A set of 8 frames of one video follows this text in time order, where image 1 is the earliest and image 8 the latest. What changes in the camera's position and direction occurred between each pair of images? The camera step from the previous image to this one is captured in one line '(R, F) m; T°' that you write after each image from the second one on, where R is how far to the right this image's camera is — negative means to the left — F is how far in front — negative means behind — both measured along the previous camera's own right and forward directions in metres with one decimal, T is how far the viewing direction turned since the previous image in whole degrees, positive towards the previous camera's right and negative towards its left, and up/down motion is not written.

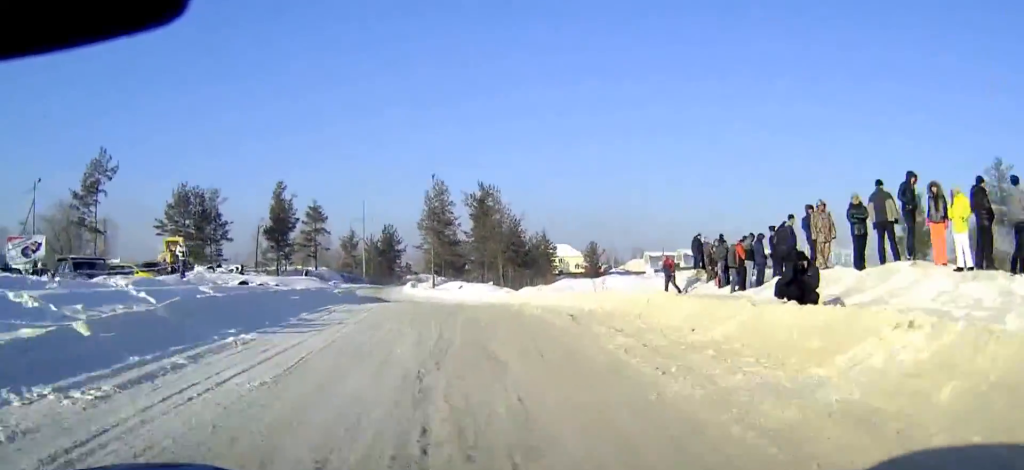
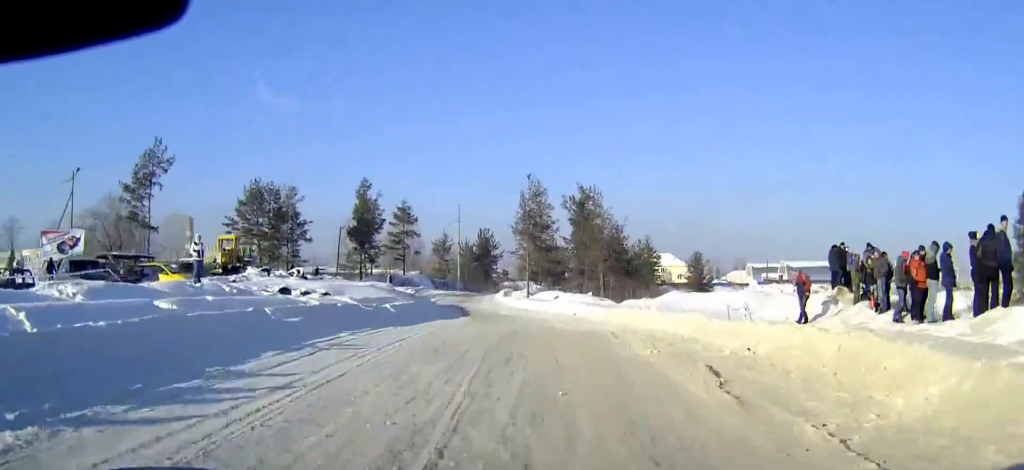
(-0.4, +8.2) m; -2°
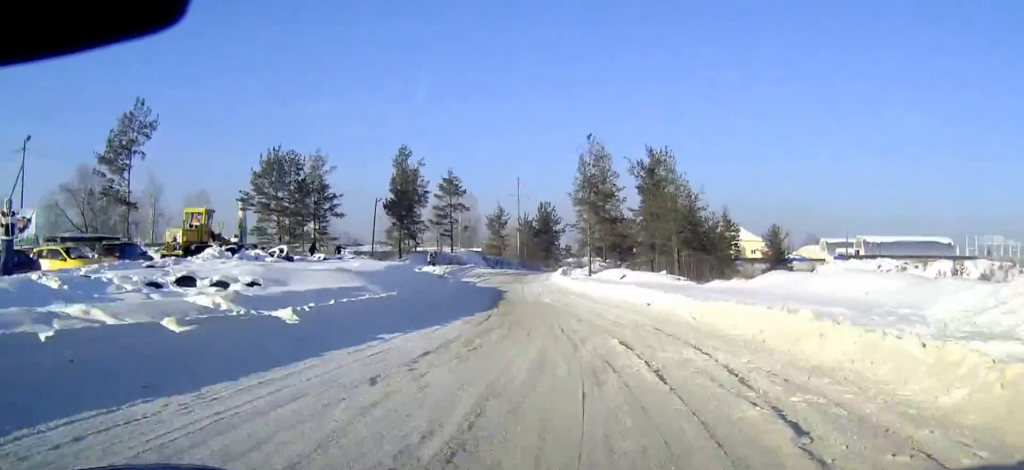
(-0.4, +14.2) m; -3°
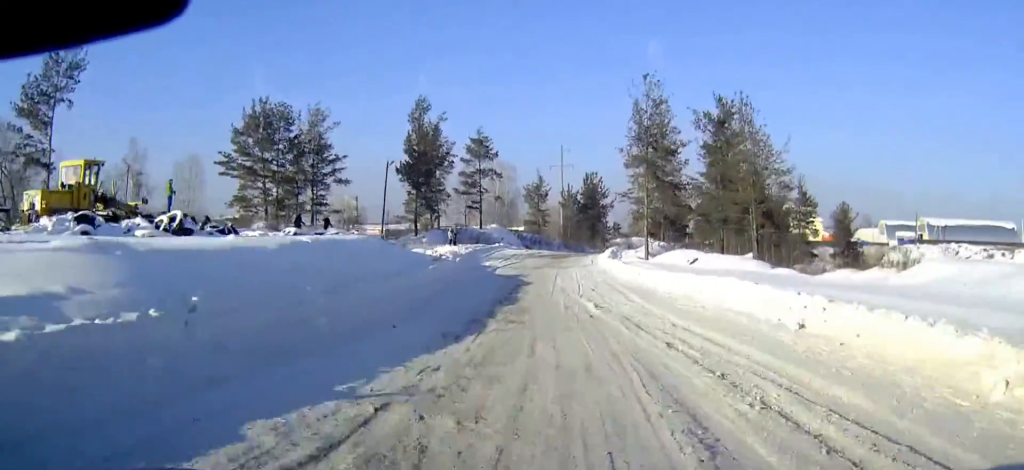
(-0.5, +17.0) m; -3°
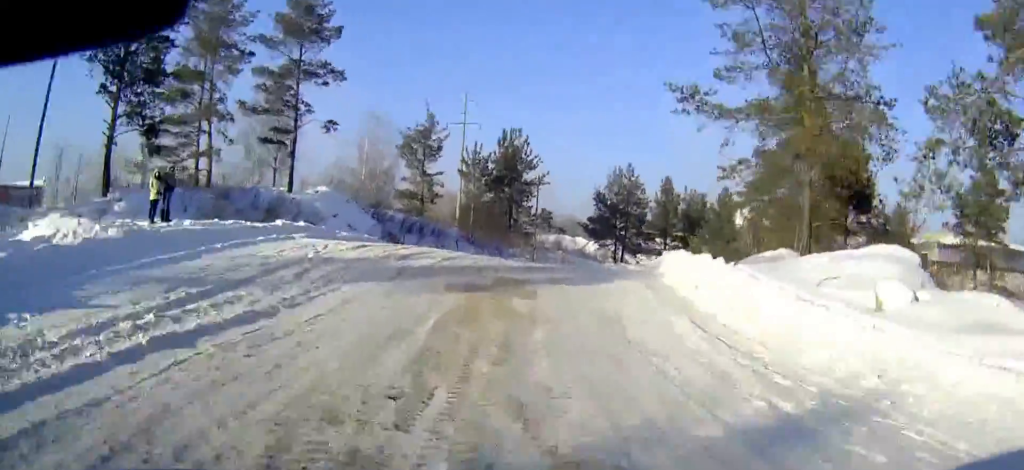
(+1.5, +54.0) m; +8°
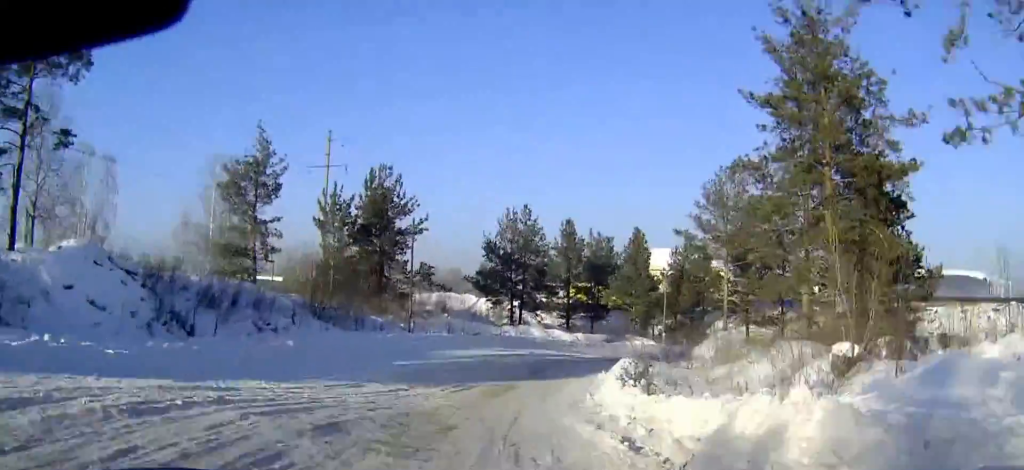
(+1.2, +18.8) m; +7°
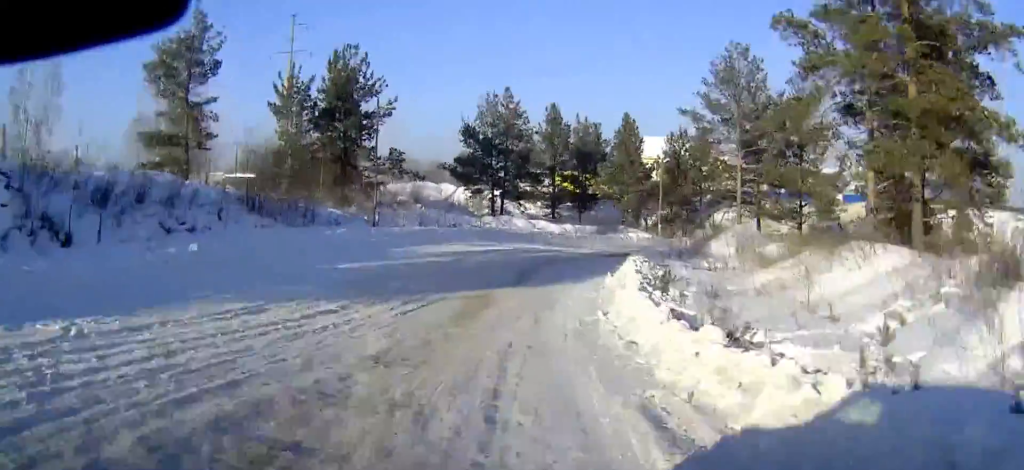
(+0.1, +8.2) m; +3°
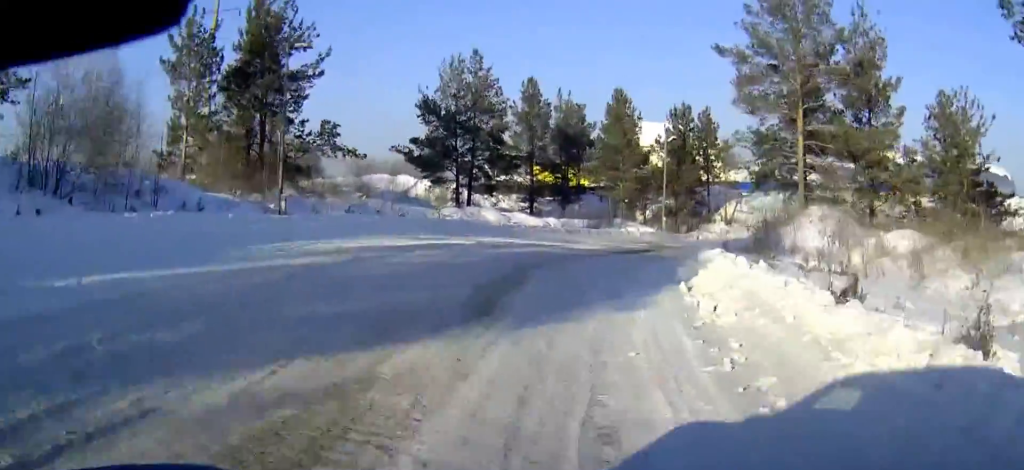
(+0.8, +14.8) m; +7°
